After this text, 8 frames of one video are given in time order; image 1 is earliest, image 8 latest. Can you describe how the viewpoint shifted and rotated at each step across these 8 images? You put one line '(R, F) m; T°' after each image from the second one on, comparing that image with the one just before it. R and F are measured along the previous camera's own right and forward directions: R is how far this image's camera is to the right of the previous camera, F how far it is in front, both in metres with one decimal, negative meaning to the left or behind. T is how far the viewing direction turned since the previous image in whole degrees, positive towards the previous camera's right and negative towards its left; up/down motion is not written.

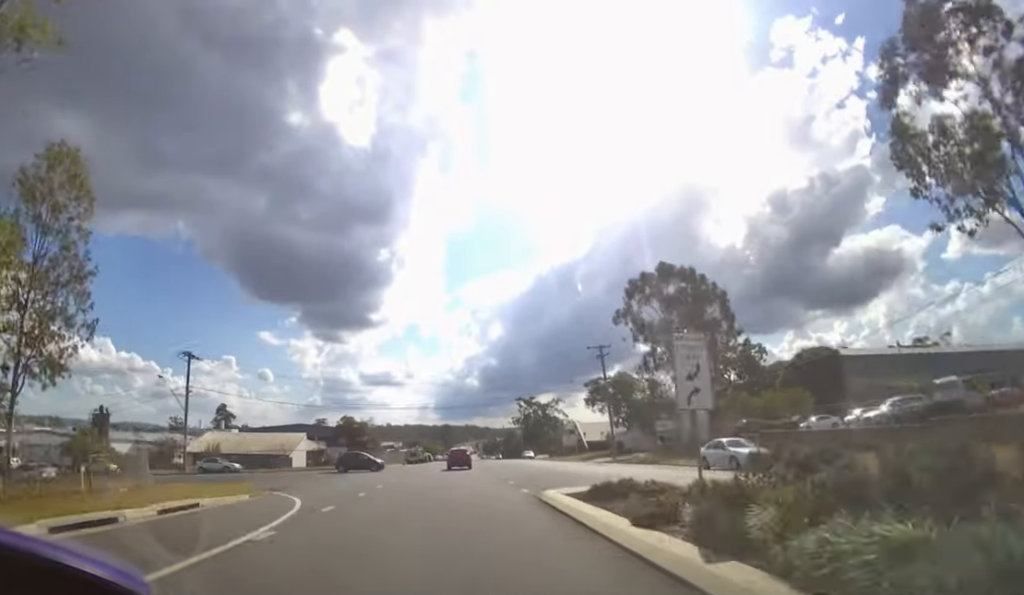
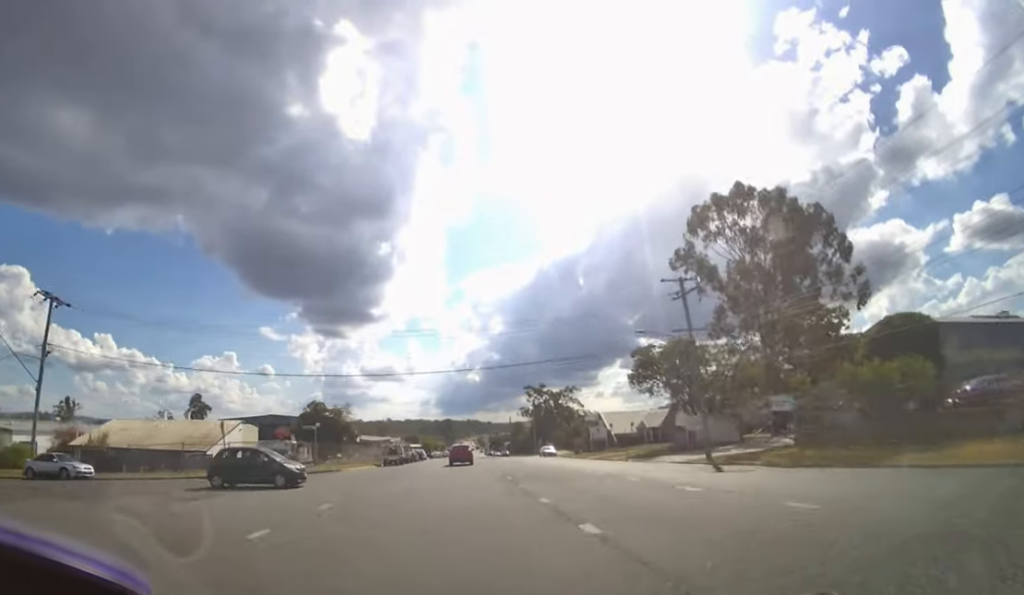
(0.0, +19.0) m; 0°
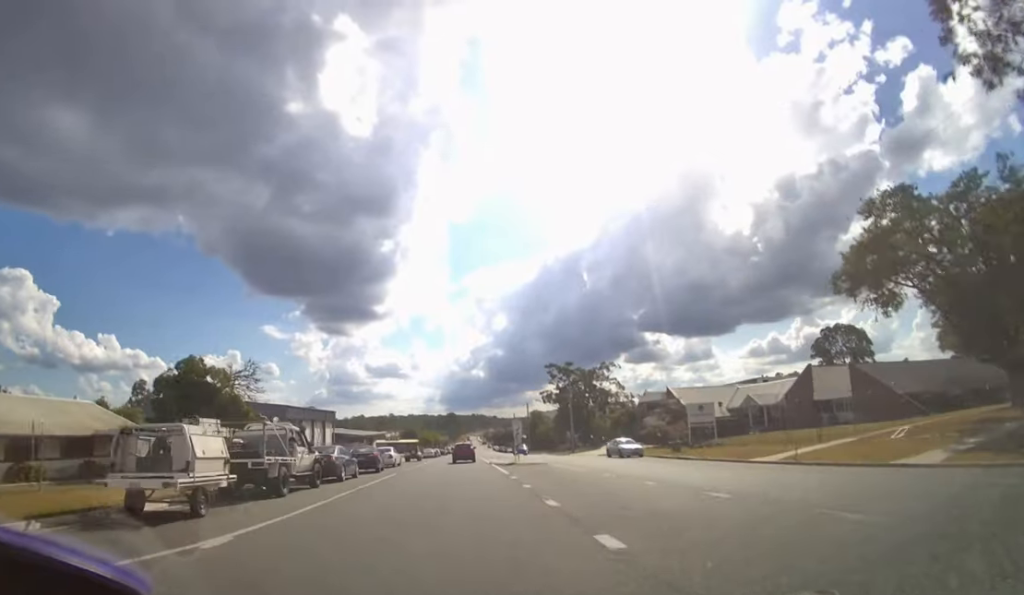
(-0.2, +38.1) m; -1°
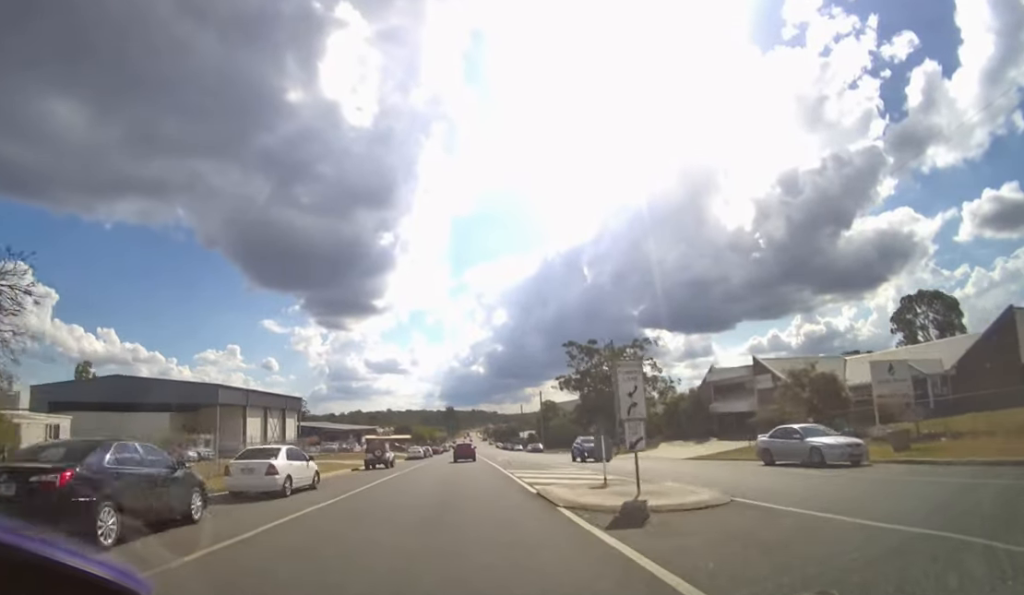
(0.0, +23.6) m; 0°
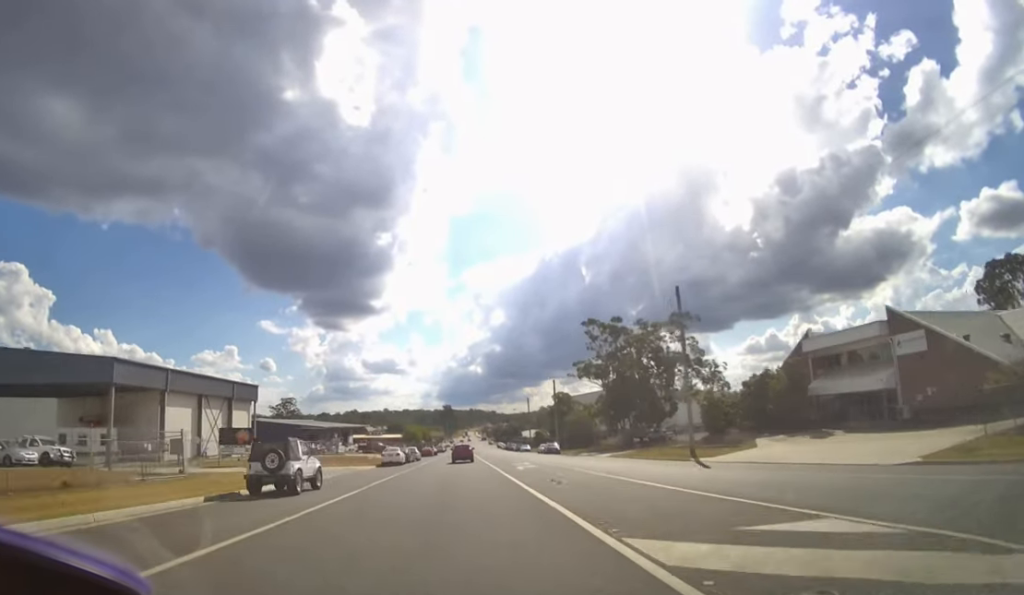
(0.0, +18.1) m; 0°
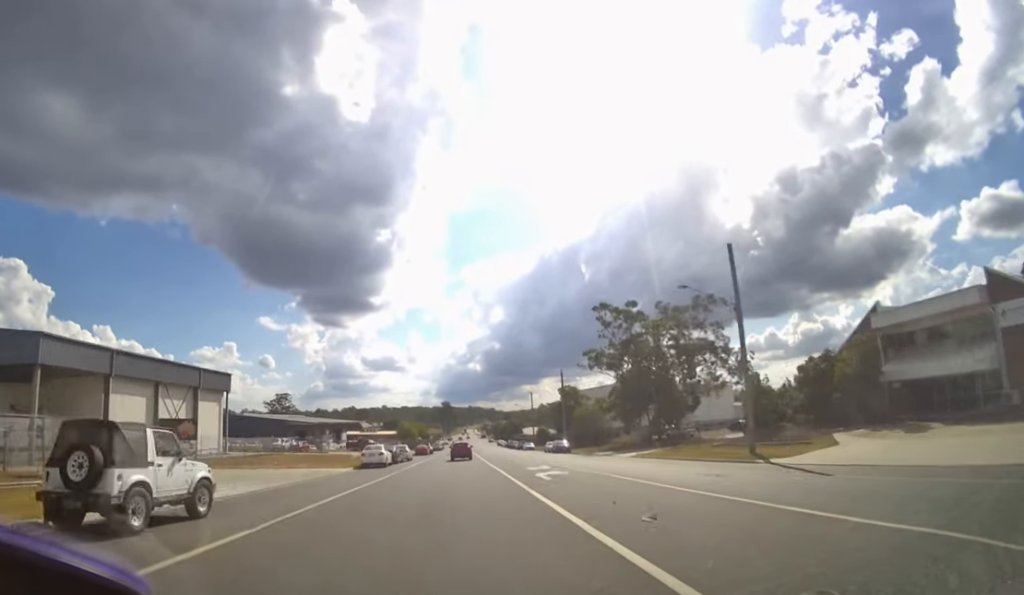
(0.0, +7.6) m; 0°
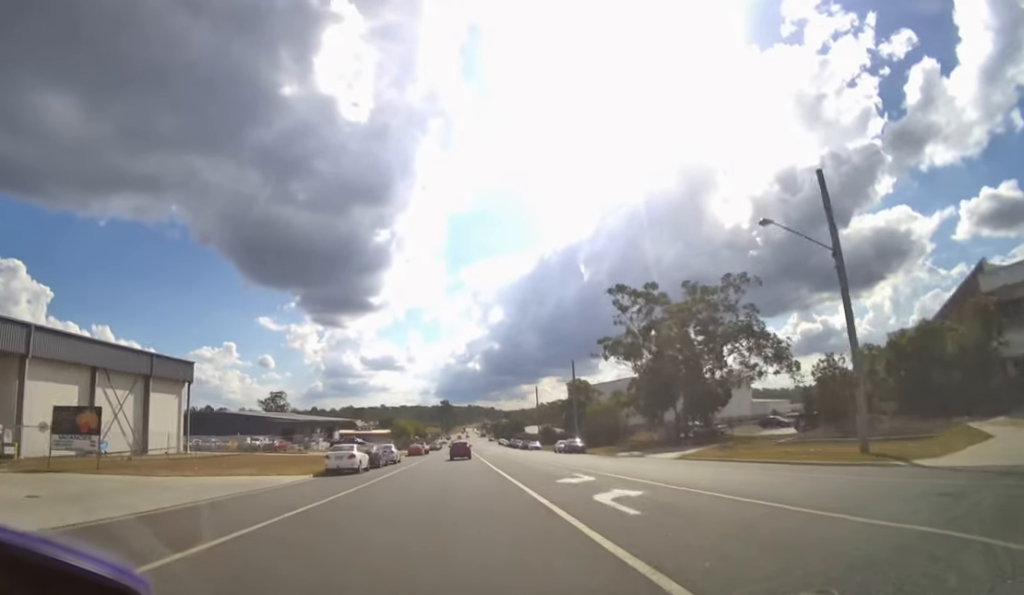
(0.0, +8.0) m; 0°
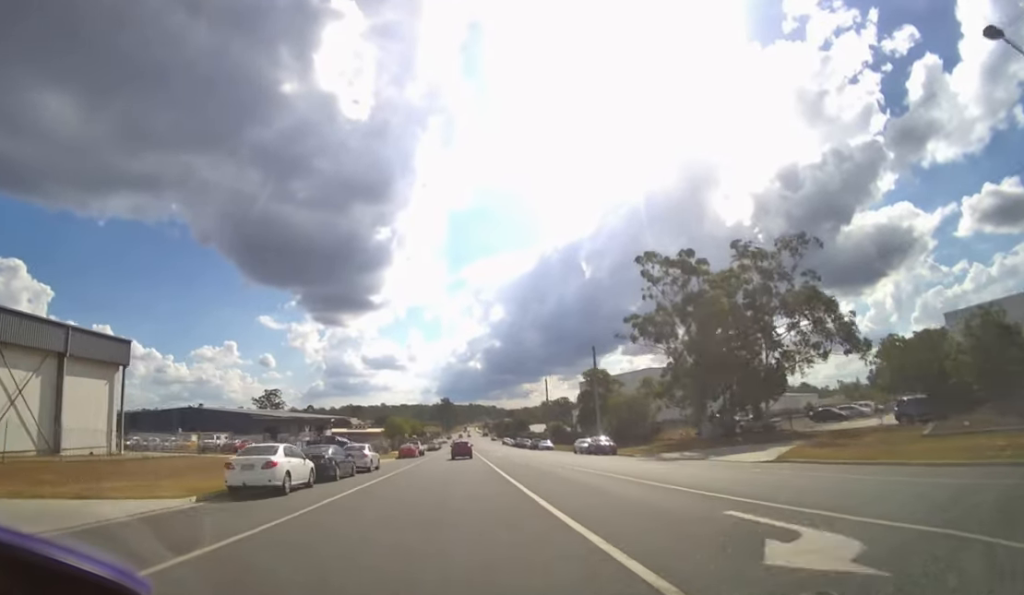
(0.0, +10.7) m; 0°
